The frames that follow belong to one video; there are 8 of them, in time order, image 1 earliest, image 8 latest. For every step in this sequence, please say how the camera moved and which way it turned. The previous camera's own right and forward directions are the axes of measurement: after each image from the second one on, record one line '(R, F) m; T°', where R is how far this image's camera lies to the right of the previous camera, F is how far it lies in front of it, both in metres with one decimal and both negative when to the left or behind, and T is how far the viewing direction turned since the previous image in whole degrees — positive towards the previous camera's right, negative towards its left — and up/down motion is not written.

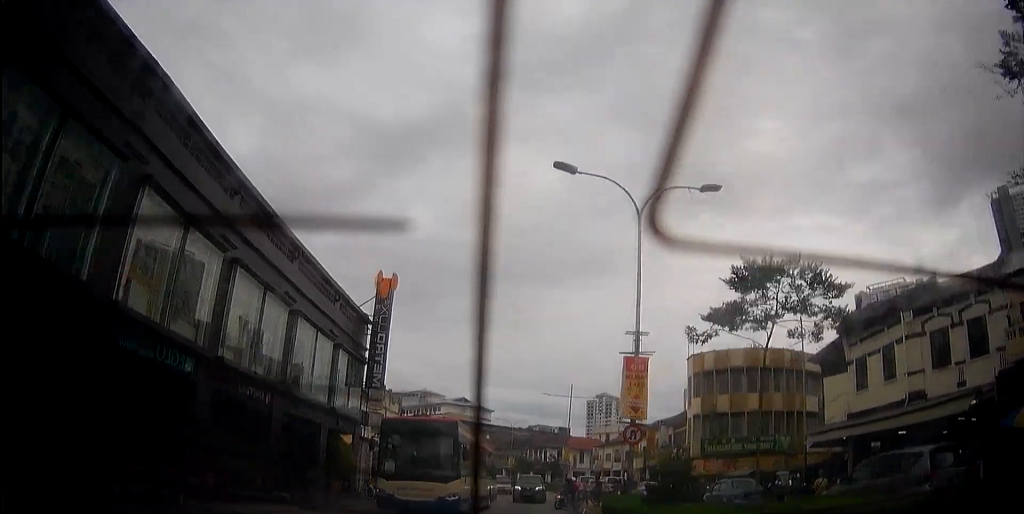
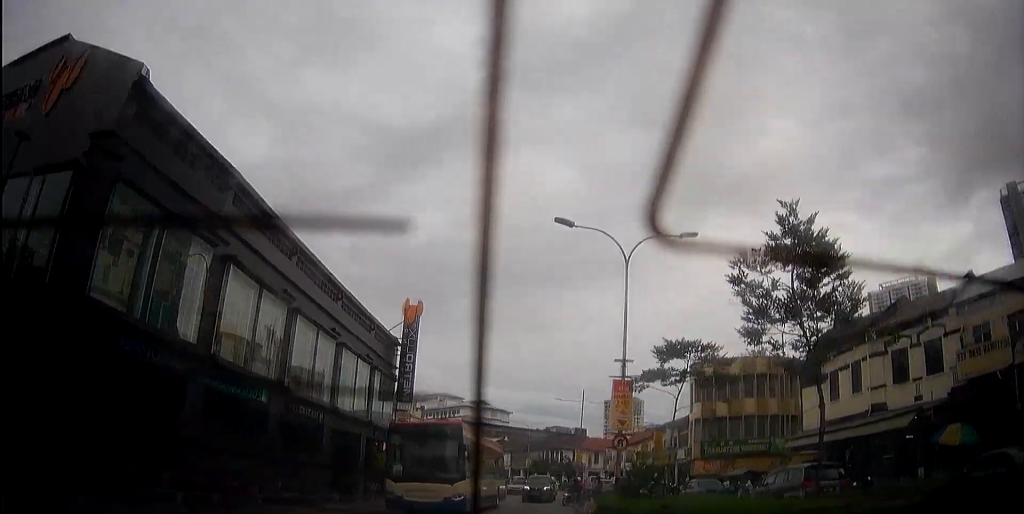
(0.0, +4.2) m; +2°
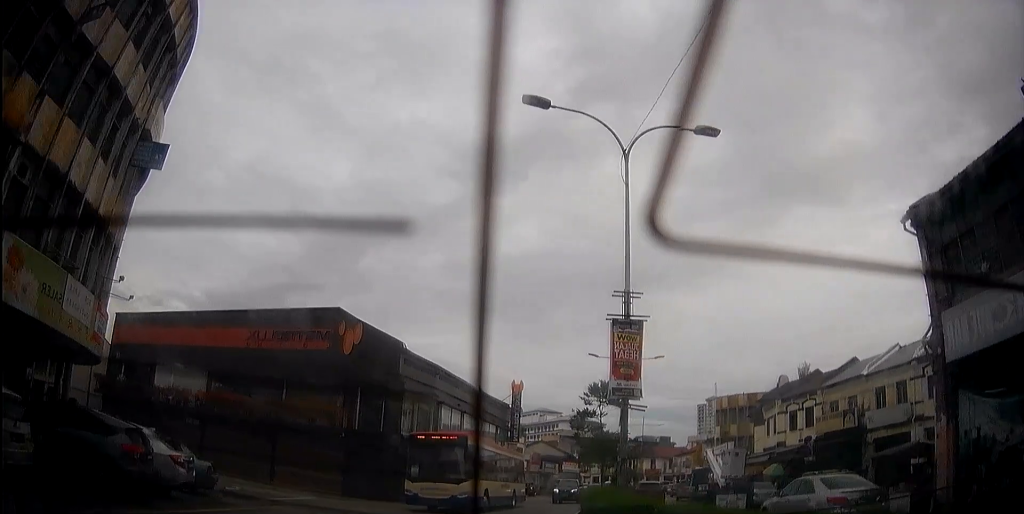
(+2.1, +21.4) m; +11°
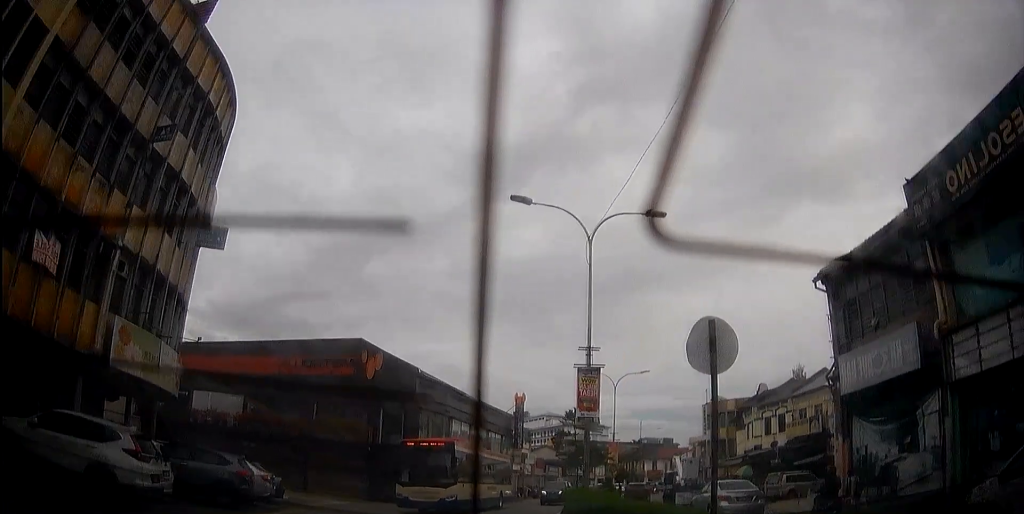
(+0.2, +5.6) m; +1°
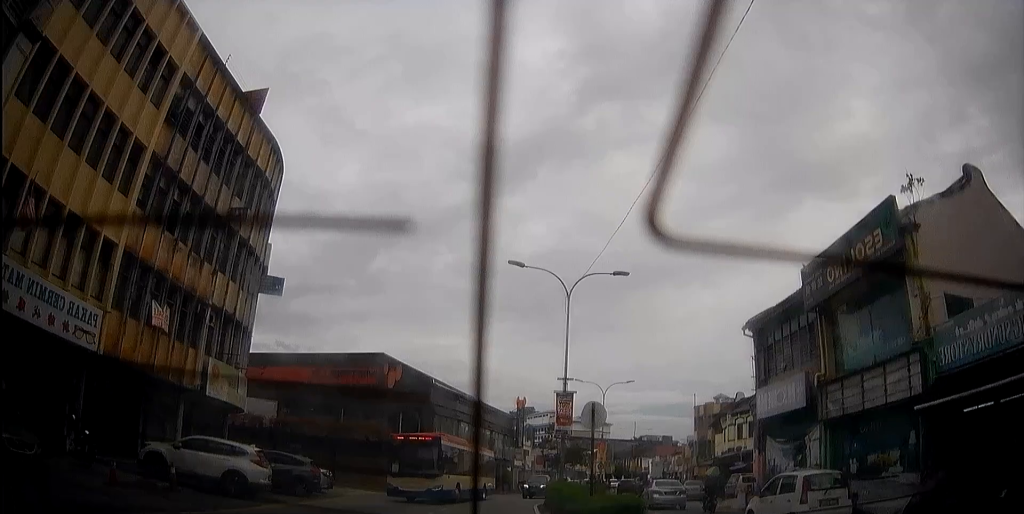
(+0.1, +6.0) m; +1°
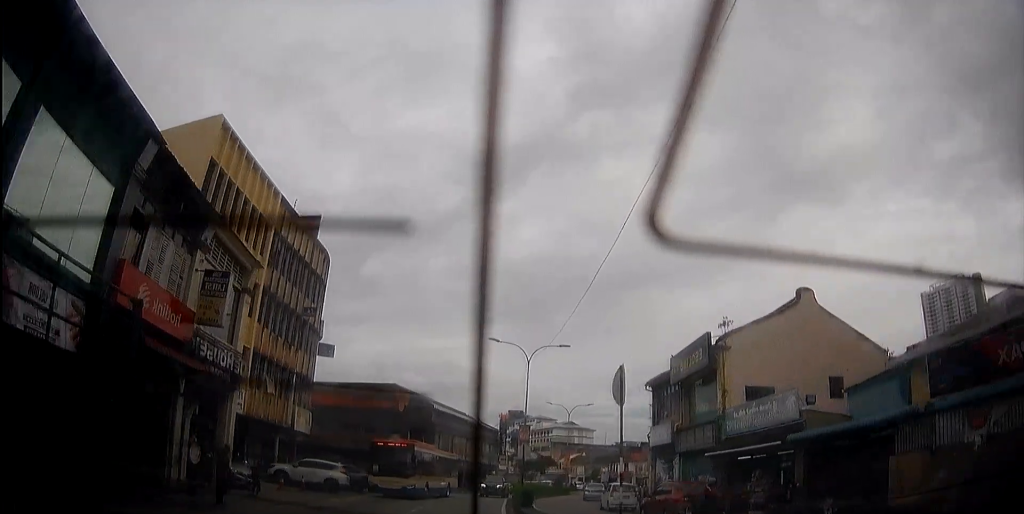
(-0.1, +13.0) m; -1°
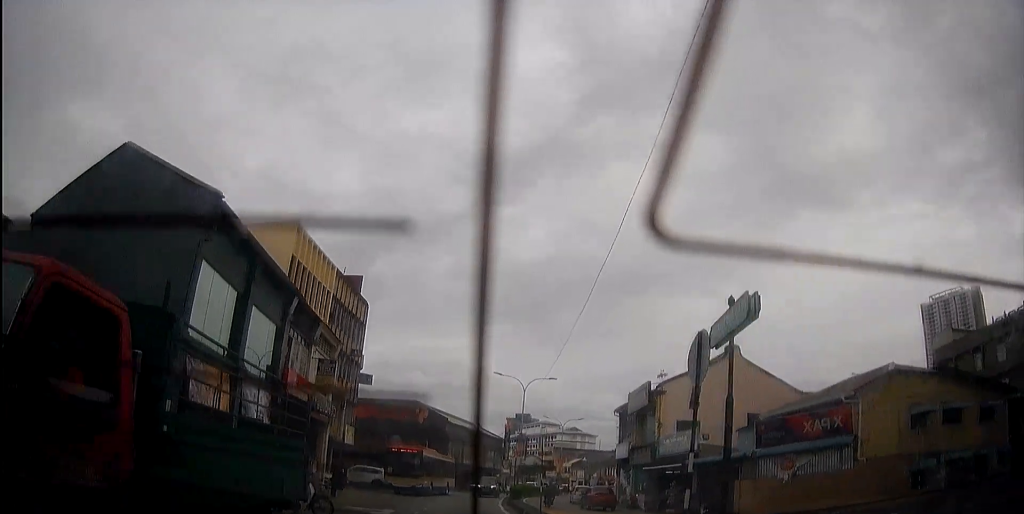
(0.0, +11.7) m; 0°
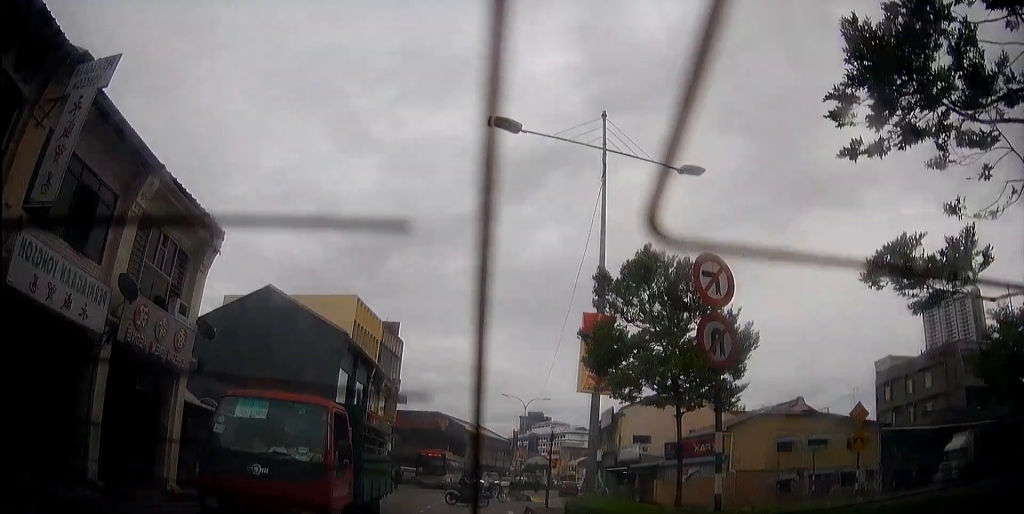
(+0.1, +15.2) m; +1°
